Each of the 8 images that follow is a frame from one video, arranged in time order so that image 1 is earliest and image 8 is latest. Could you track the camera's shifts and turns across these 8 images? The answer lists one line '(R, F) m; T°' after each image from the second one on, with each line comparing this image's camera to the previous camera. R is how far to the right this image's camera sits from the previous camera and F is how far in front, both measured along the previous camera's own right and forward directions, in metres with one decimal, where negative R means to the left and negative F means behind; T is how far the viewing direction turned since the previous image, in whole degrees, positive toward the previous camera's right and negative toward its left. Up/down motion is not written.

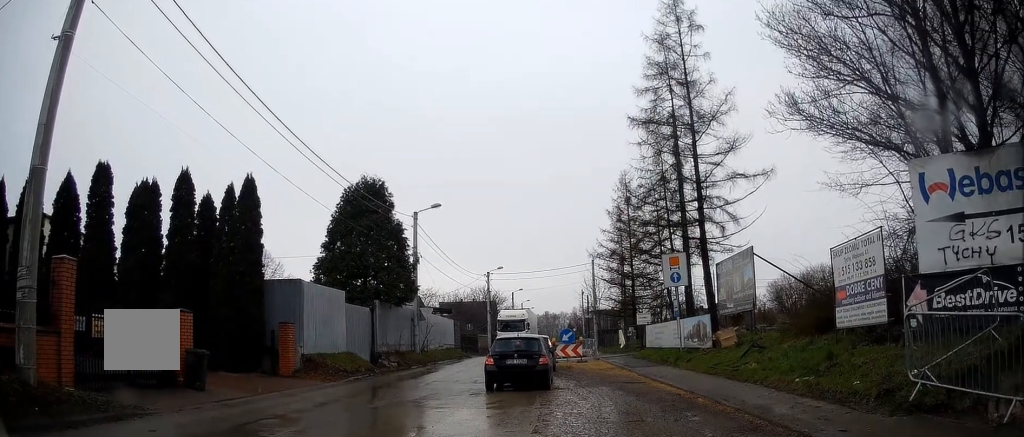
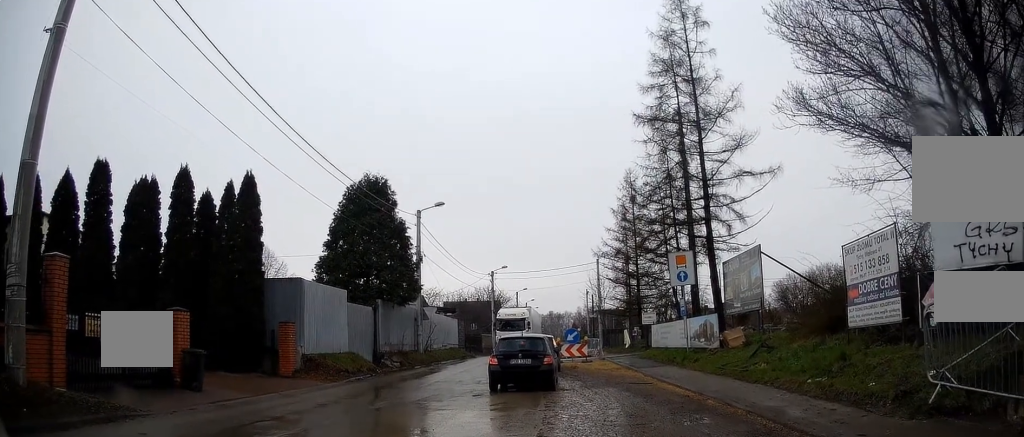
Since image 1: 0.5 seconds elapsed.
(0.0, +0.3) m; 0°
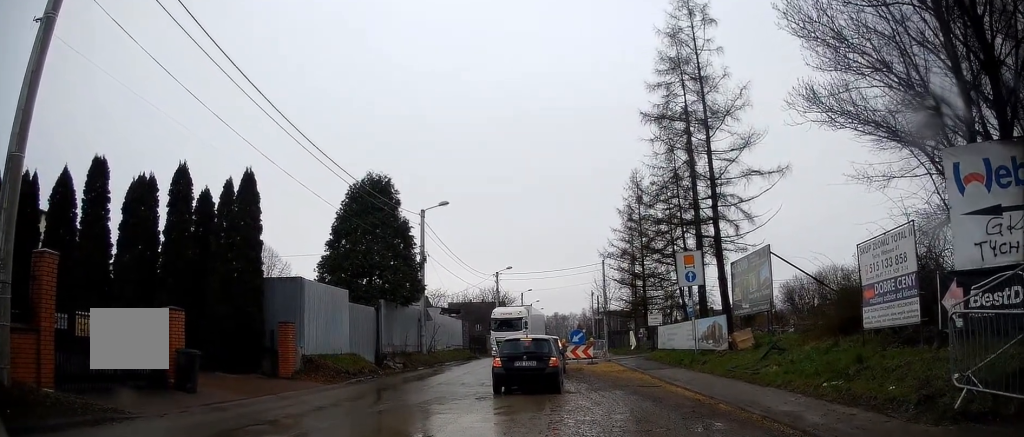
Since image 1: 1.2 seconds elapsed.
(-0.1, +0.4) m; 0°
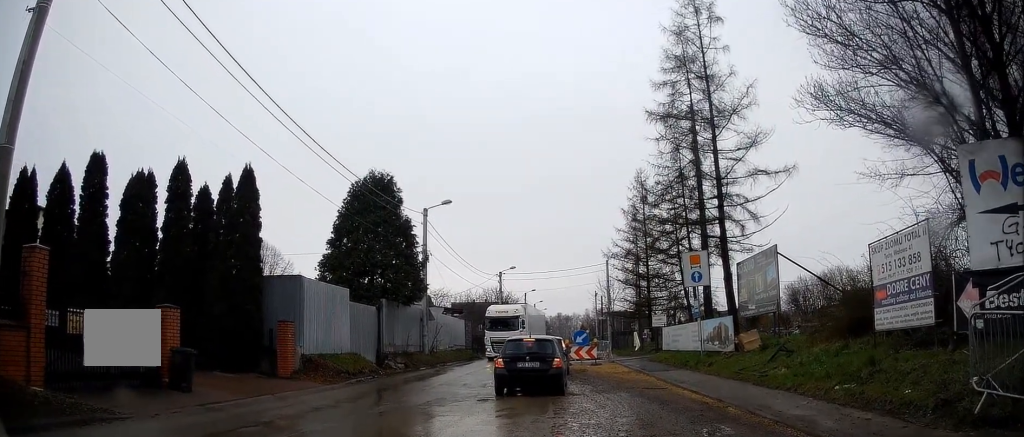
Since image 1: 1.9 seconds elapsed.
(-0.2, +0.2) m; 0°
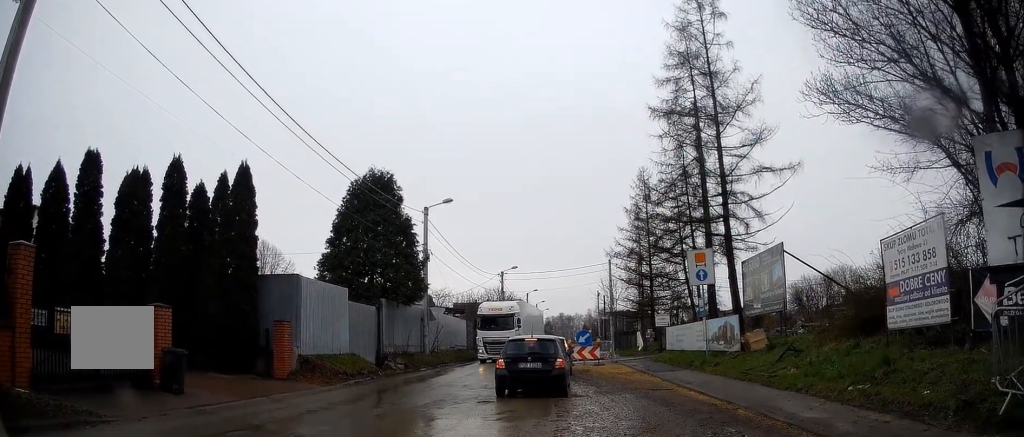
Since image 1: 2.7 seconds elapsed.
(-0.2, +0.2) m; 0°
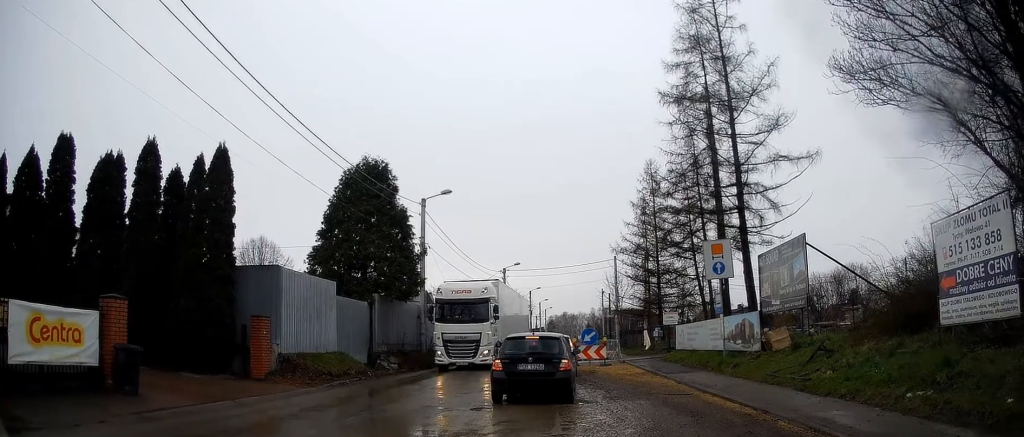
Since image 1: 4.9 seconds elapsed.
(0.0, +0.7) m; 0°
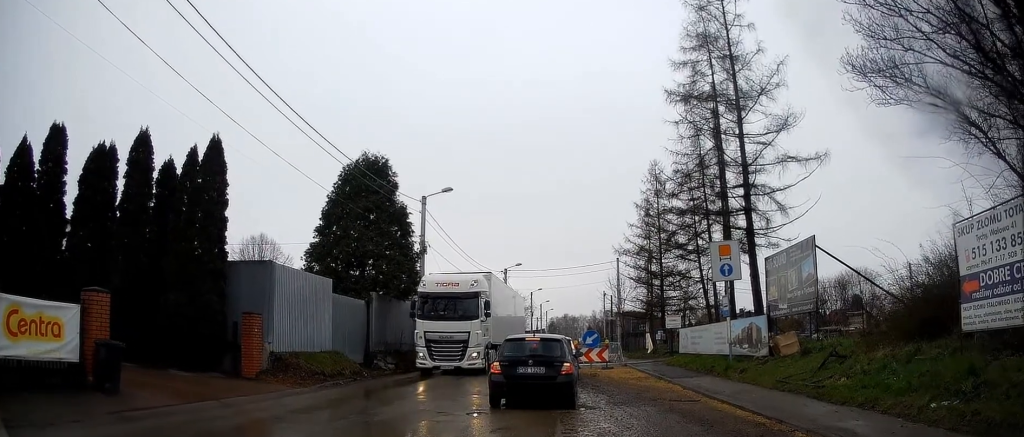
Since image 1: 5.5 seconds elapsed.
(0.0, +0.2) m; 0°
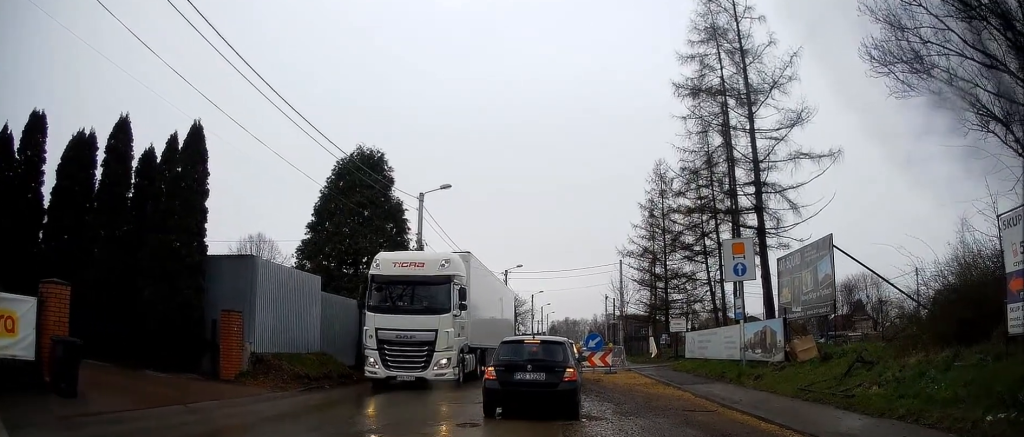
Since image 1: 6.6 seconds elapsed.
(0.0, +0.2) m; 0°
